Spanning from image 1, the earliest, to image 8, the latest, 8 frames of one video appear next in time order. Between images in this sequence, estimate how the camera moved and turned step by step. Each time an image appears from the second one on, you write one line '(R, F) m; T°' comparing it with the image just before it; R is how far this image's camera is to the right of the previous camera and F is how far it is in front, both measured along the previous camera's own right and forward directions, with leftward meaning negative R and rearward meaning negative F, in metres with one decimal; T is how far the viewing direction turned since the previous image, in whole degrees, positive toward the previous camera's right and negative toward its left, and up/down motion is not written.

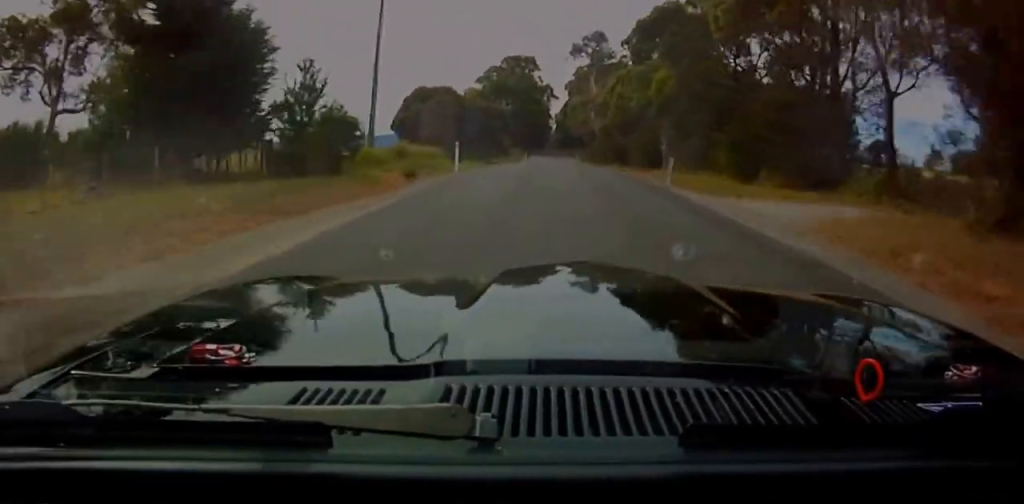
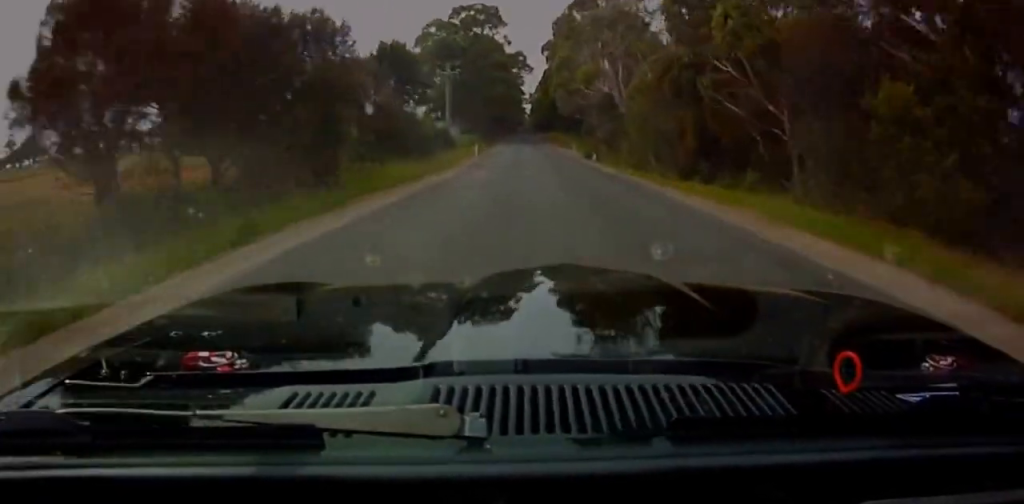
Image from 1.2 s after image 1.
(+3.8, +45.7) m; +5°
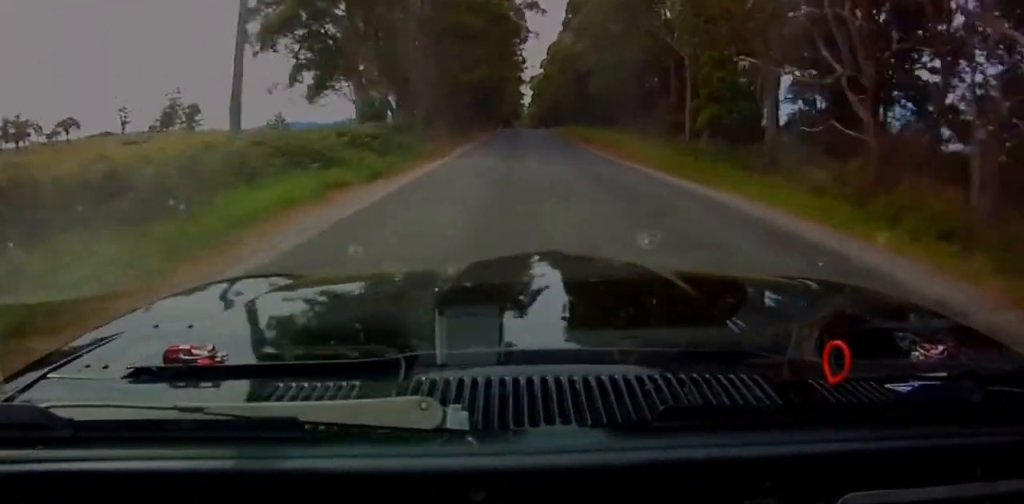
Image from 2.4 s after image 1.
(+0.3, +56.6) m; 0°
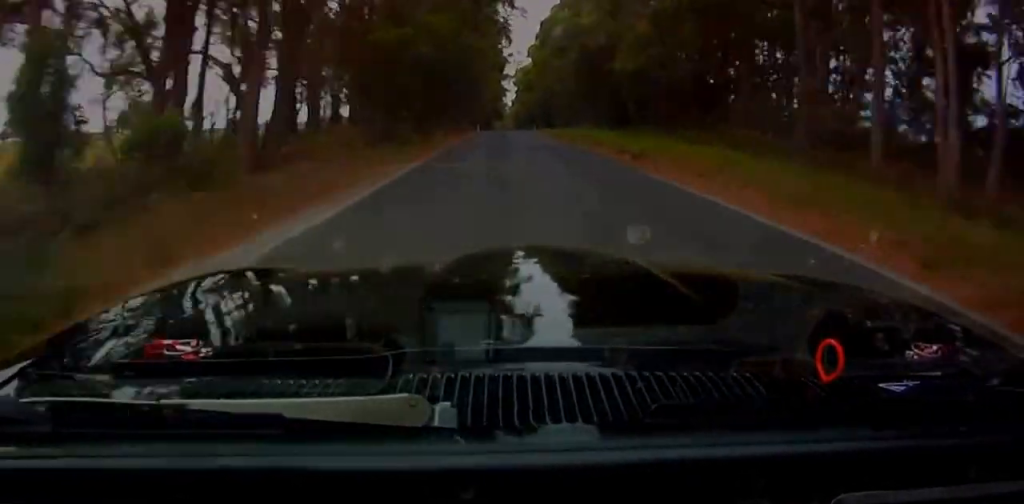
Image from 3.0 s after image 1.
(0.0, +25.4) m; 0°
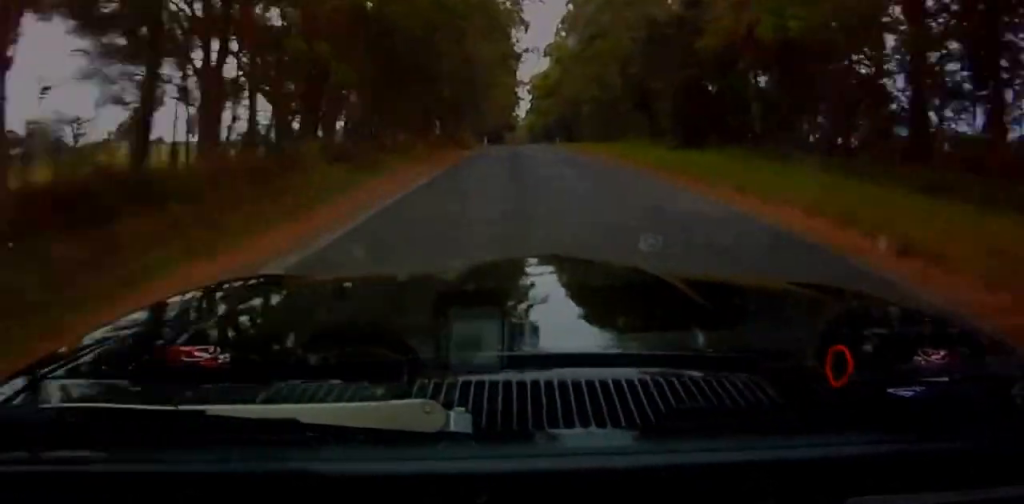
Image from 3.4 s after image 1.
(0.0, +22.3) m; 0°
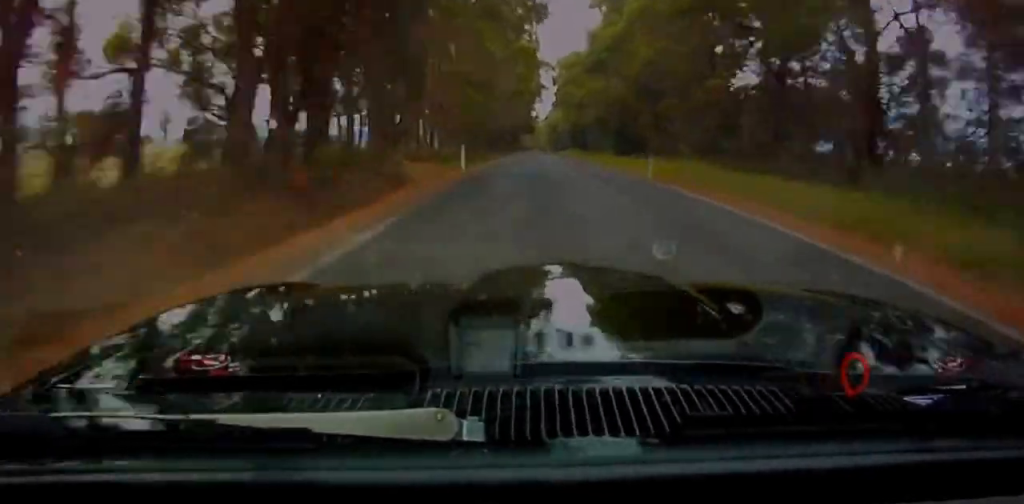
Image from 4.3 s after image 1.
(0.0, +44.1) m; 0°
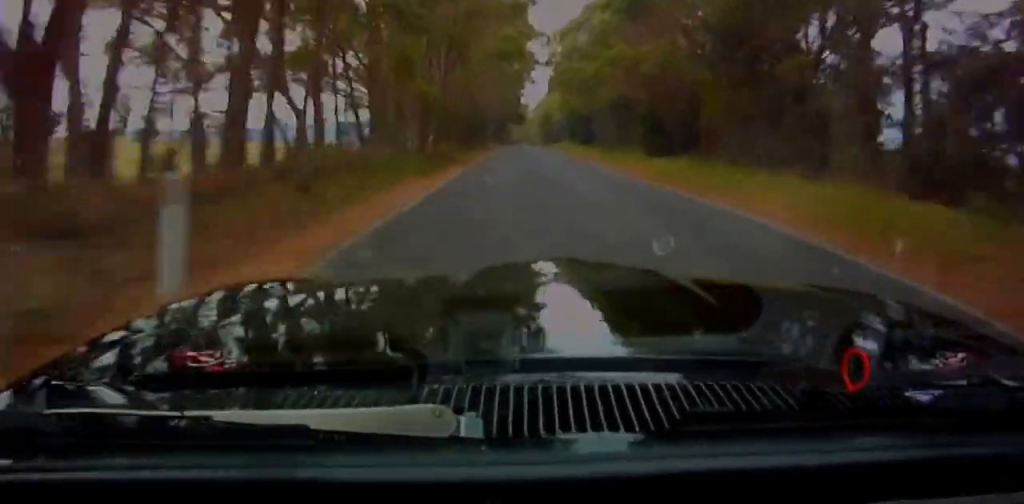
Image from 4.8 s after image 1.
(0.0, +23.1) m; 0°
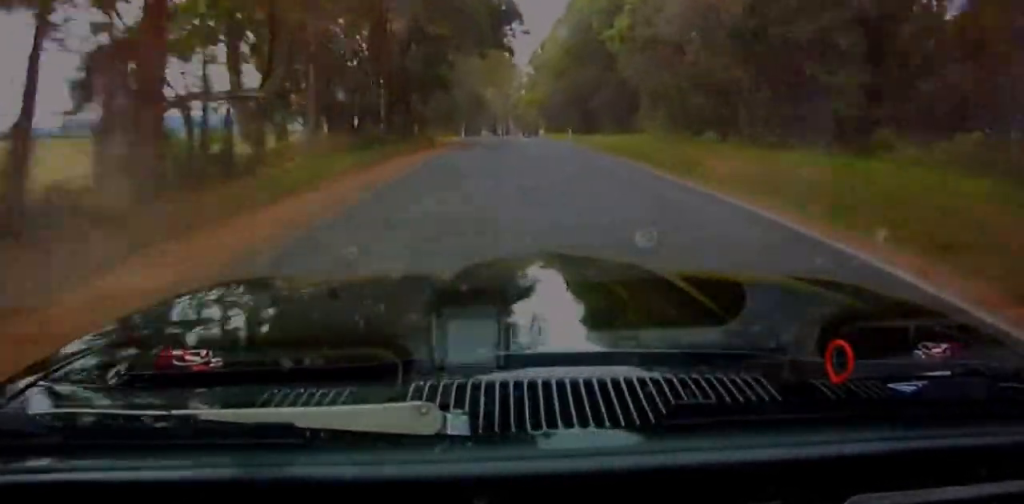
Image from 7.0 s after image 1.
(0.0, +109.6) m; 0°
